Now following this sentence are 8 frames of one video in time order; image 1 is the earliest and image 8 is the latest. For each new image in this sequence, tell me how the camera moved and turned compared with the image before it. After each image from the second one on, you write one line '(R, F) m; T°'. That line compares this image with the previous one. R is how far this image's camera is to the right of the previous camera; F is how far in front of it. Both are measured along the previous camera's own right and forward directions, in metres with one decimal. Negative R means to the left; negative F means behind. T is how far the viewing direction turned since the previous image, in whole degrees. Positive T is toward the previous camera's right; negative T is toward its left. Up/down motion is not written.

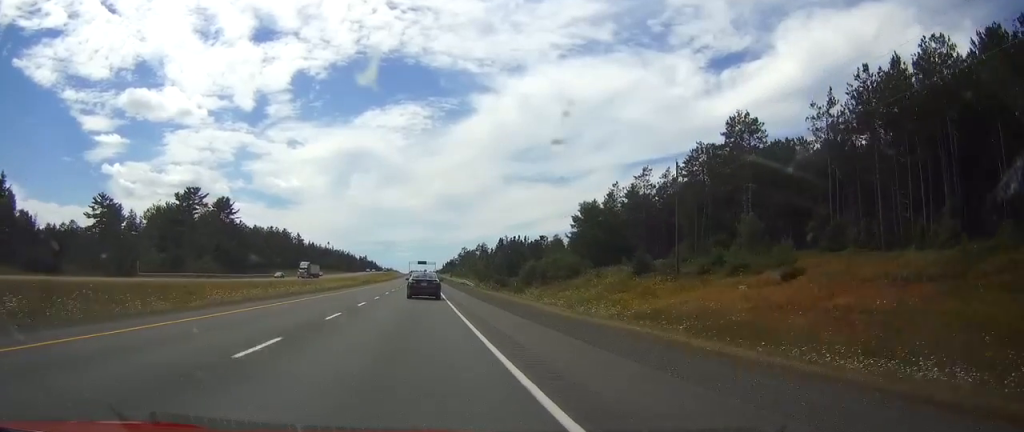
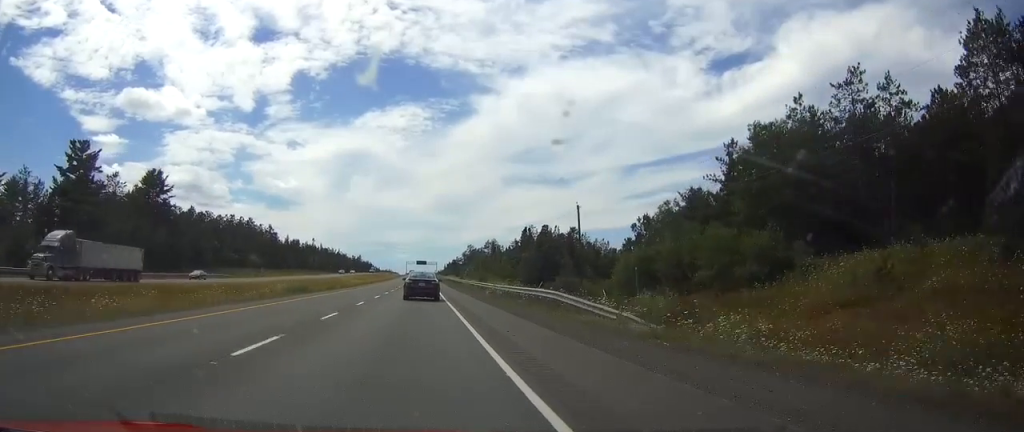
(-0.1, +61.5) m; 0°
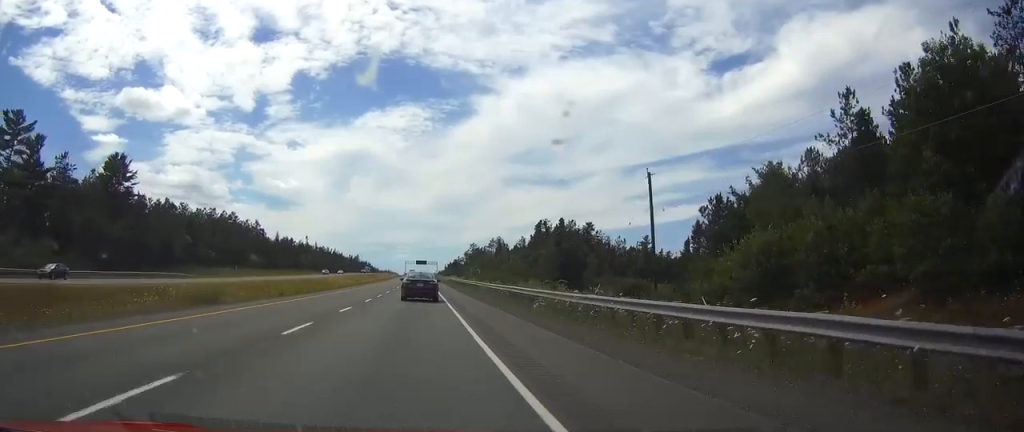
(-0.1, +22.8) m; 0°
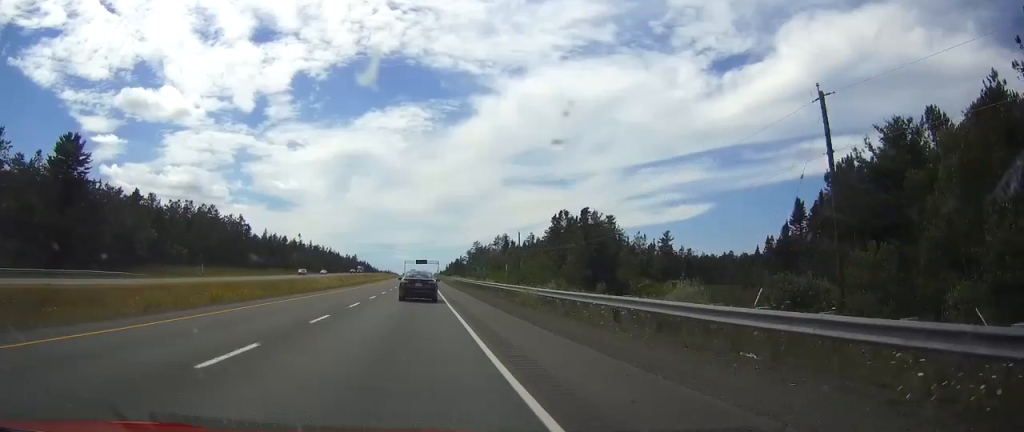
(+0.1, +22.9) m; 0°
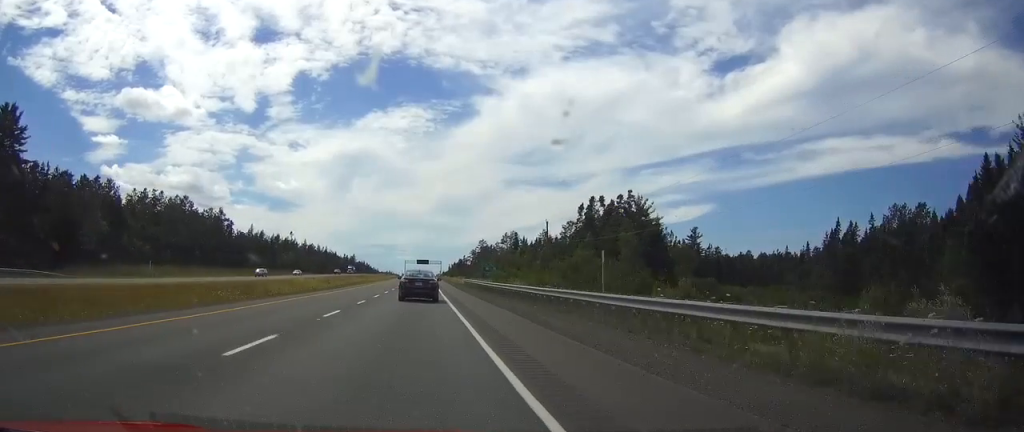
(0.0, +25.1) m; 0°
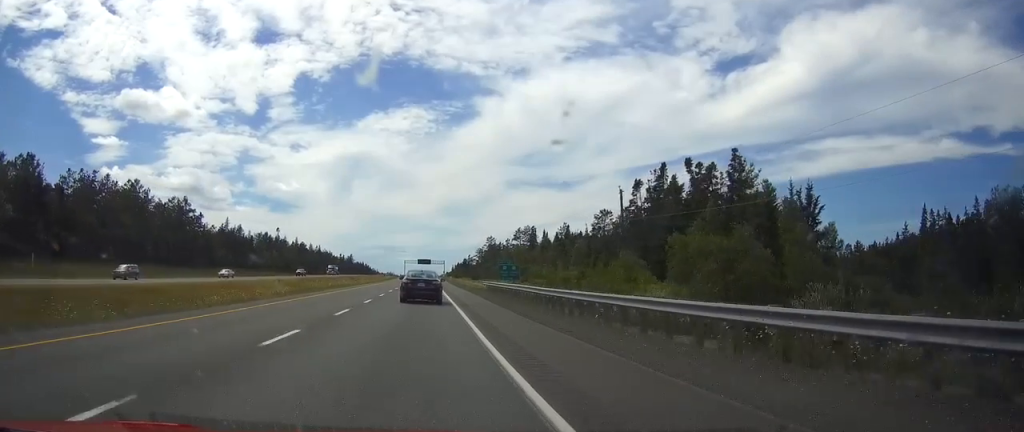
(0.0, +33.7) m; 0°
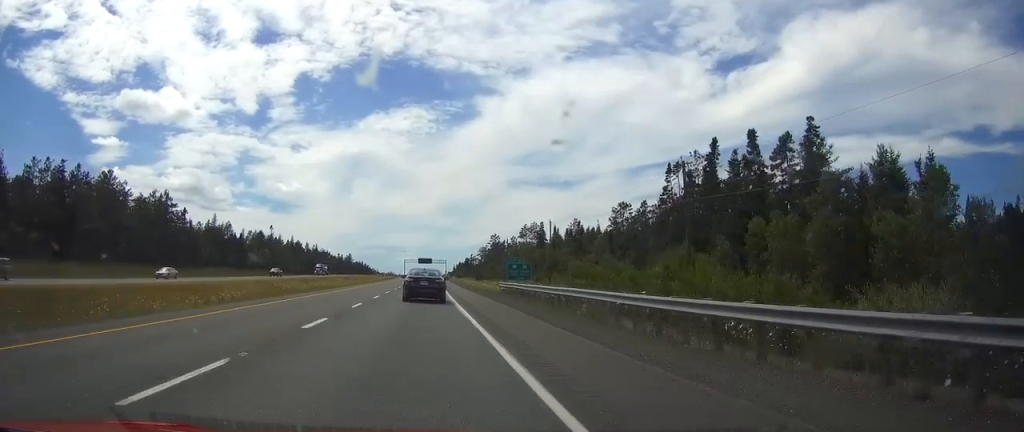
(+0.1, +14.2) m; 0°
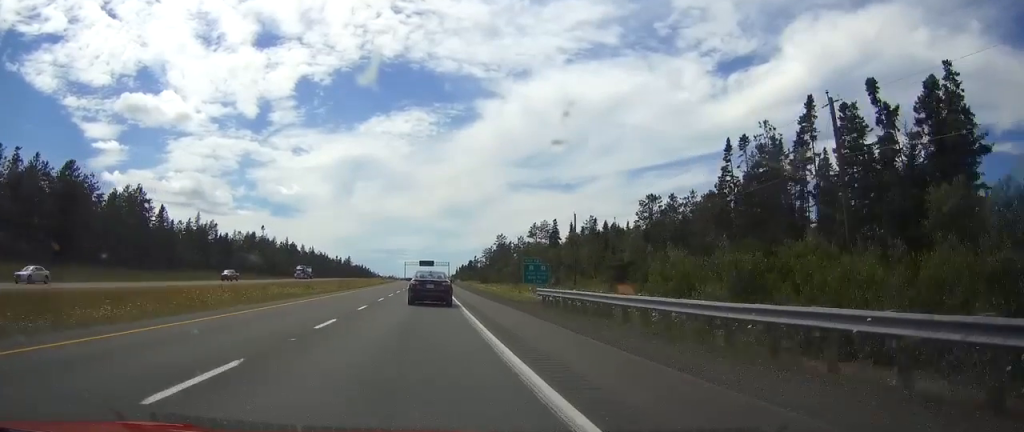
(-0.1, +17.3) m; 0°
